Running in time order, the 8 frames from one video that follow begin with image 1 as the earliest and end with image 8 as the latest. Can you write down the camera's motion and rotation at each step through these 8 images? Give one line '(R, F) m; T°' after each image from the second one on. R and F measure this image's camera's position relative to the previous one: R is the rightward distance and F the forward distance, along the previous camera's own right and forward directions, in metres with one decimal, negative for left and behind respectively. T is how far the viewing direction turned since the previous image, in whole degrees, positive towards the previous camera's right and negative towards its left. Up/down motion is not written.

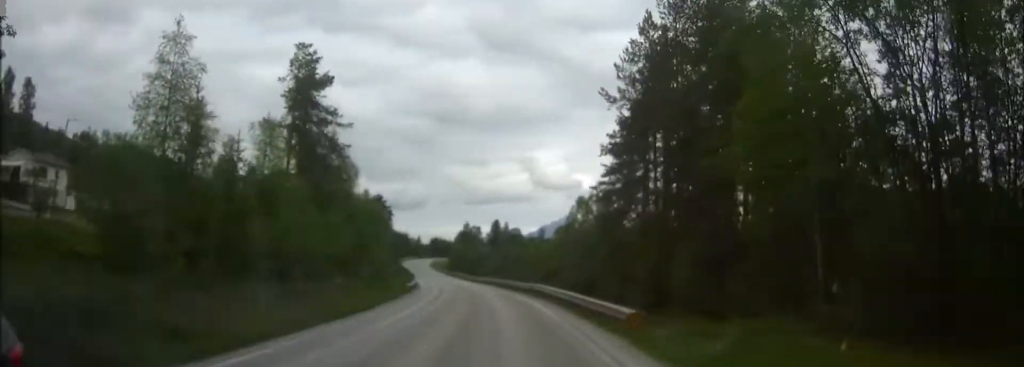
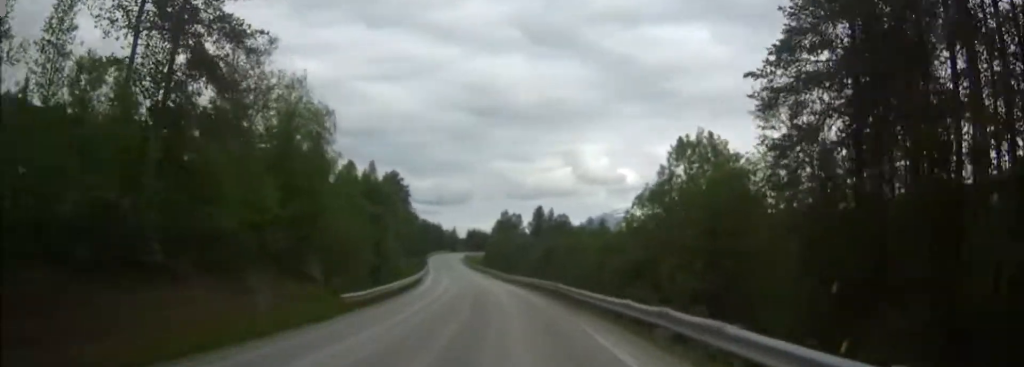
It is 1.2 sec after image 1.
(-0.7, +27.4) m; -3°
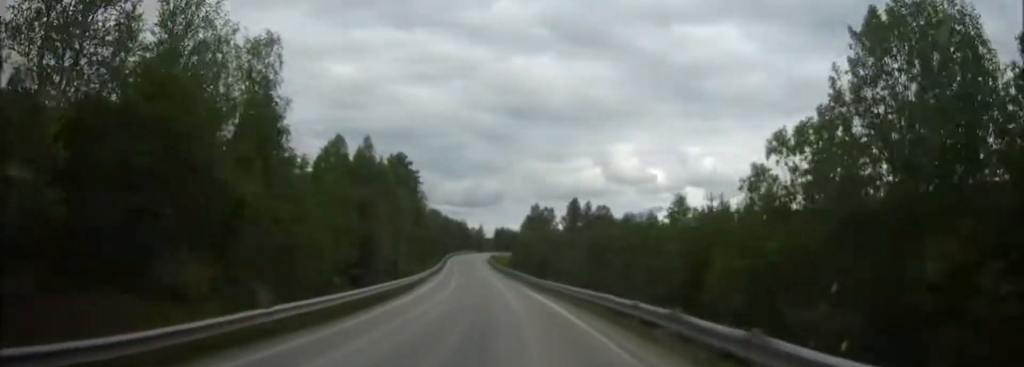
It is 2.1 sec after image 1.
(-0.4, +19.9) m; -2°
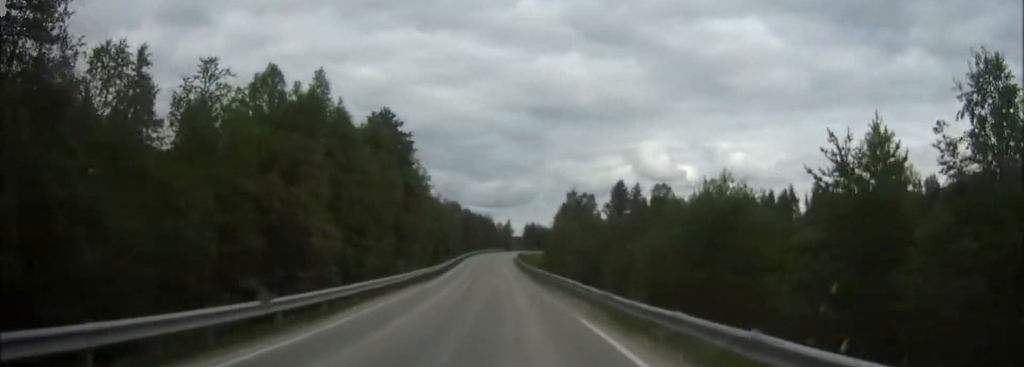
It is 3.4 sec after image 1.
(-0.5, +27.5) m; -2°
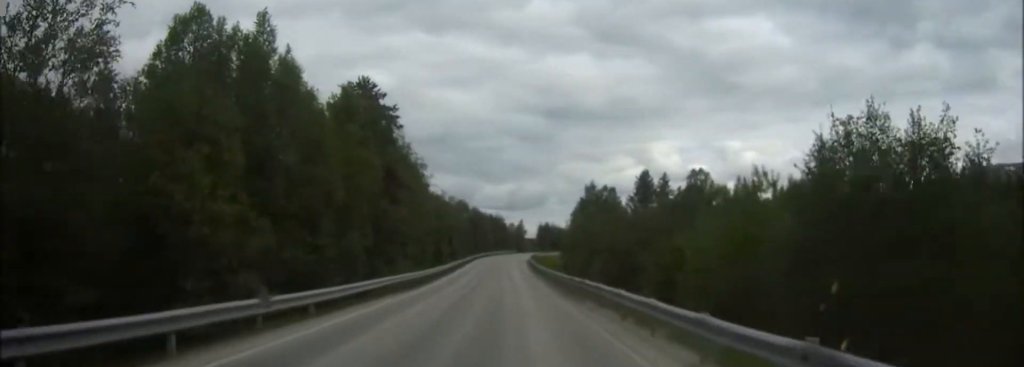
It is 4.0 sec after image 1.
(-0.1, +13.6) m; -1°
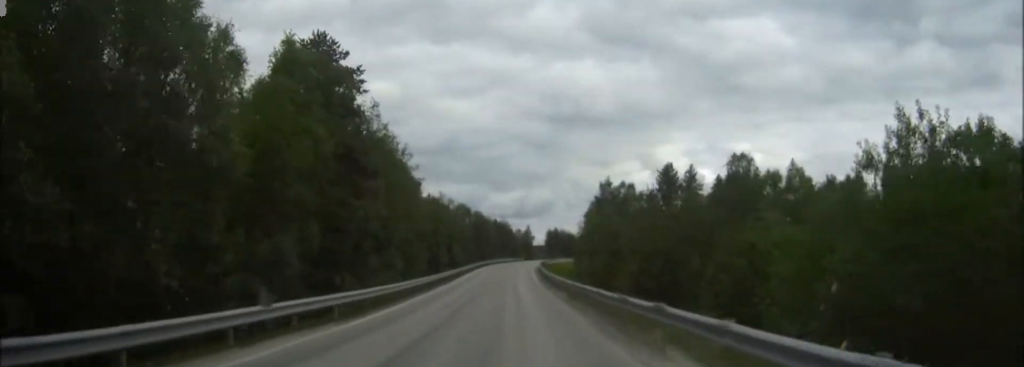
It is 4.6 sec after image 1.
(-0.1, +13.7) m; -1°
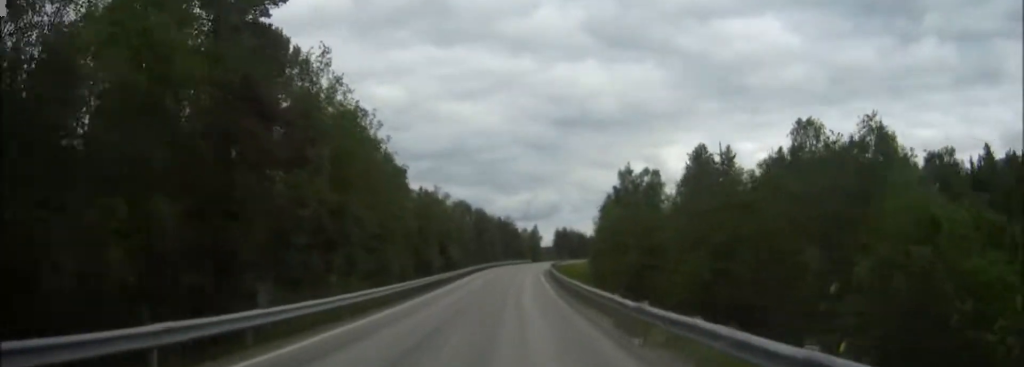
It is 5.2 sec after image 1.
(-0.1, +14.6) m; 0°
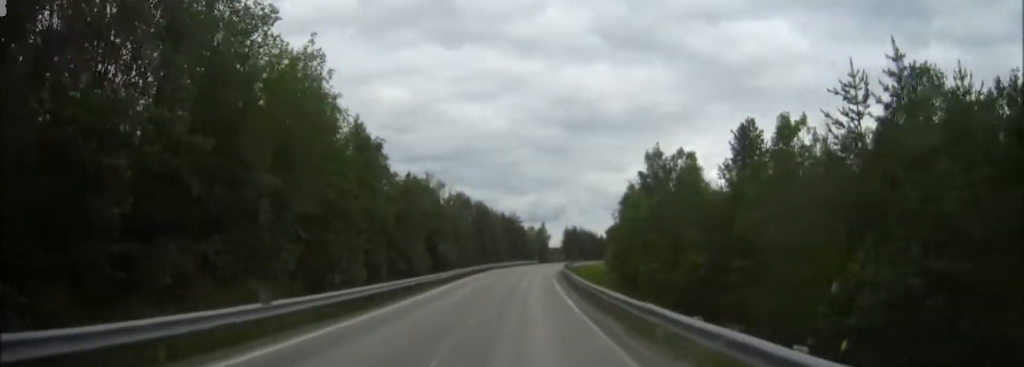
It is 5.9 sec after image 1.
(-0.1, +16.1) m; 0°
